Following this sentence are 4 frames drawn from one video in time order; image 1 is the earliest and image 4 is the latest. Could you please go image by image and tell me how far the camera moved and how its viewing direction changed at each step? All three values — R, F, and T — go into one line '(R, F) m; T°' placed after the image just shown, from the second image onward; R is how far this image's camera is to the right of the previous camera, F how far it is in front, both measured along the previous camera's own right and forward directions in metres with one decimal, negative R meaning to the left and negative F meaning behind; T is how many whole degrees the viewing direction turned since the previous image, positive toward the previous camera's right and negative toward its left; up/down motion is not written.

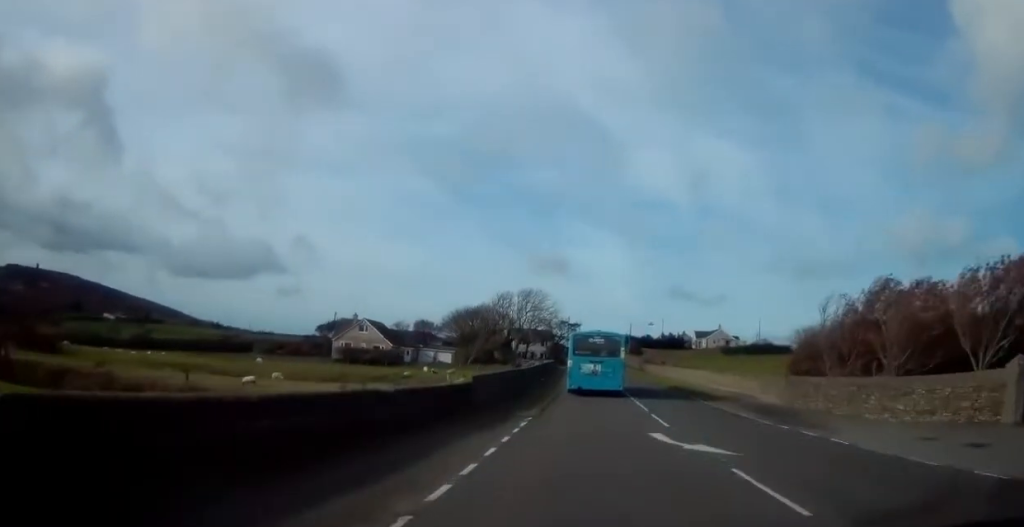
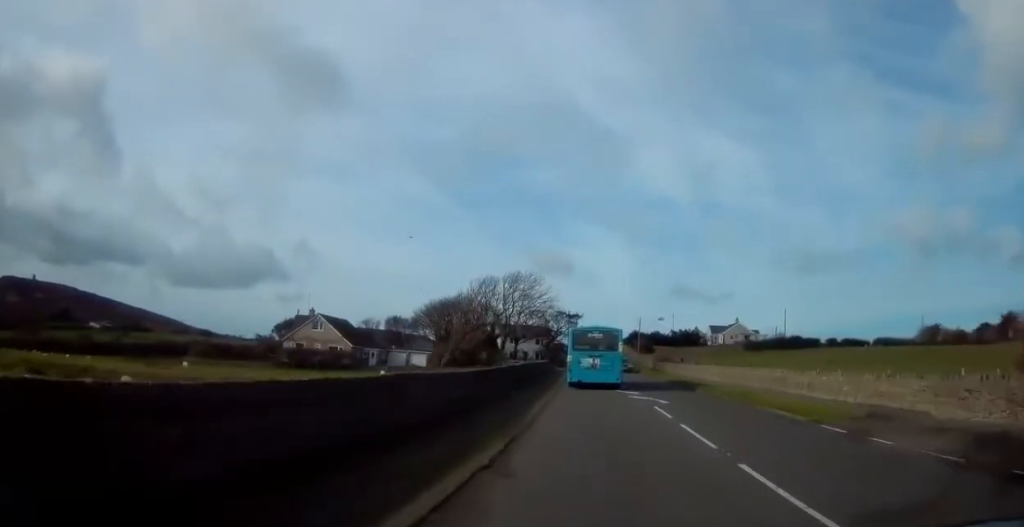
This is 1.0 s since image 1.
(+0.7, +18.5) m; -1°
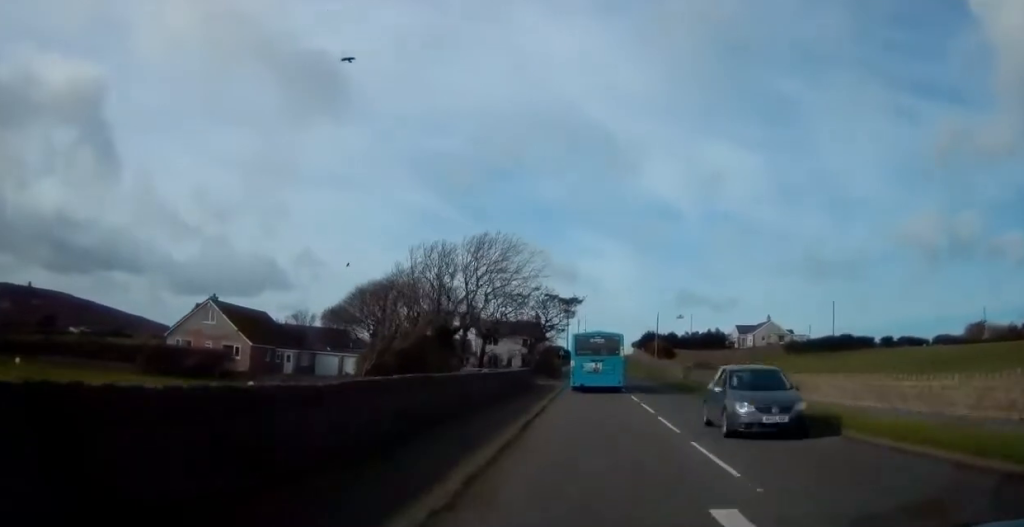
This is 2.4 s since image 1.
(-1.5, +25.8) m; -3°
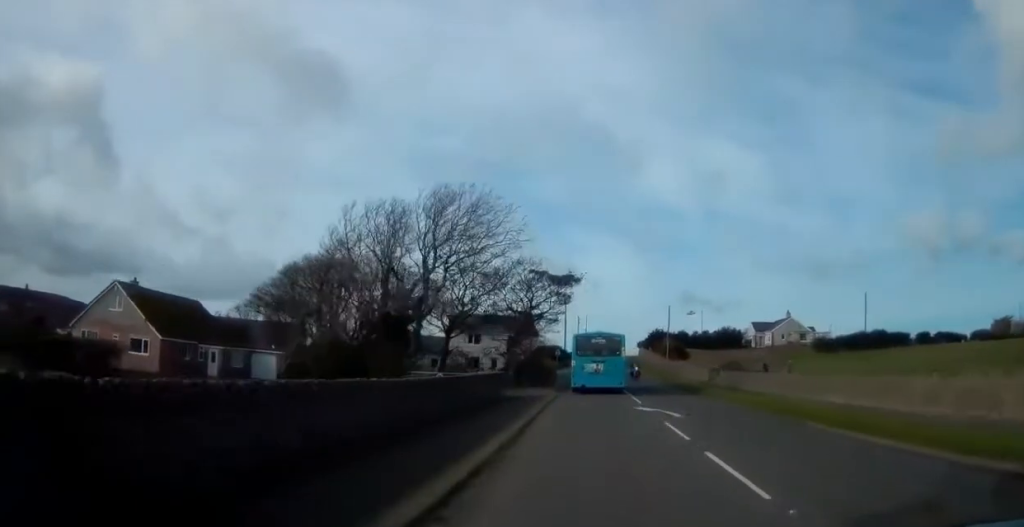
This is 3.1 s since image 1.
(0.0, +12.9) m; +1°
